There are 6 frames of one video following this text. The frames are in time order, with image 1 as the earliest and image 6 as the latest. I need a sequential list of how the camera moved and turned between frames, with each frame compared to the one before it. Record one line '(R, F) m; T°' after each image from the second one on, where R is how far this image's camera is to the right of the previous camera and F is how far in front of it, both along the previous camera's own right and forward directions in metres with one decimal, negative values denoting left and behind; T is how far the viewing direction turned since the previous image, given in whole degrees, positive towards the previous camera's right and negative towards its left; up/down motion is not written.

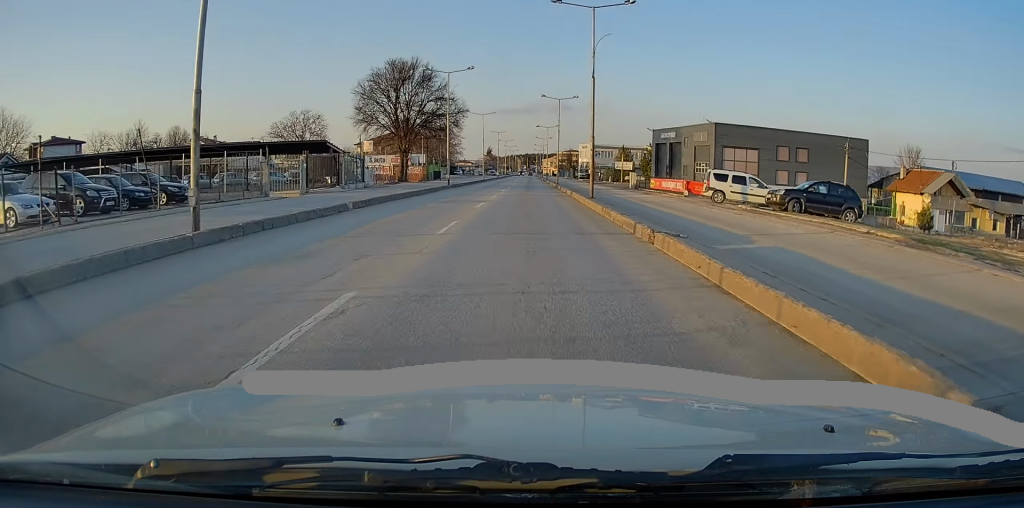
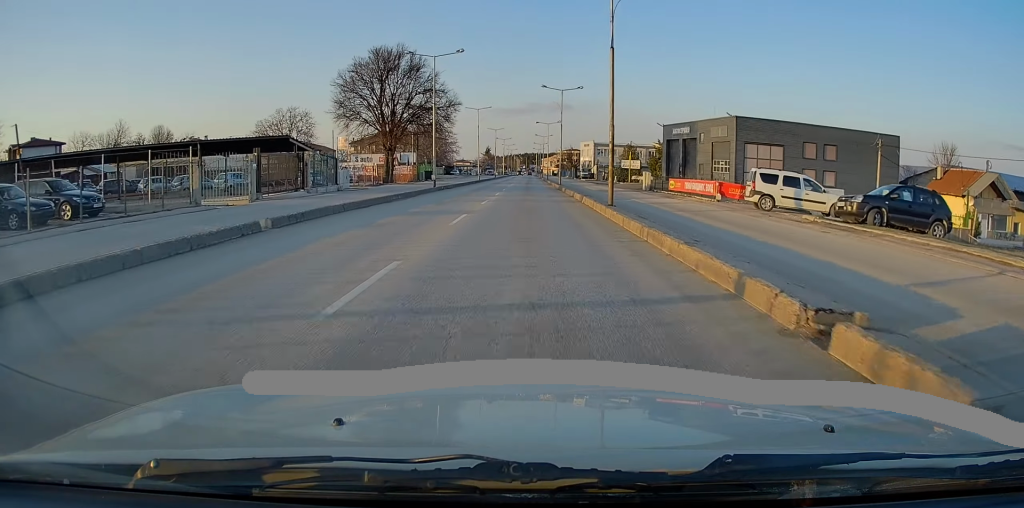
(0.0, +6.7) m; 0°
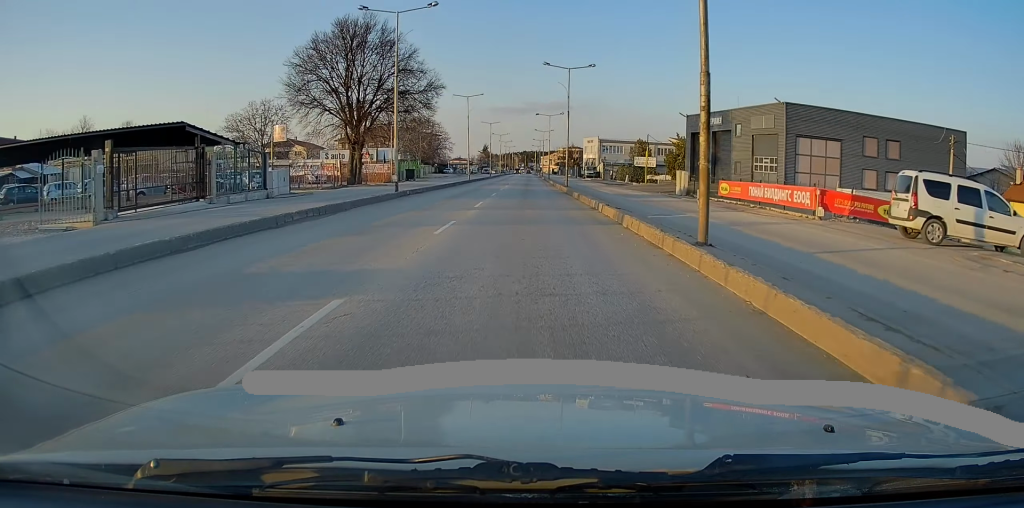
(0.0, +11.5) m; 0°
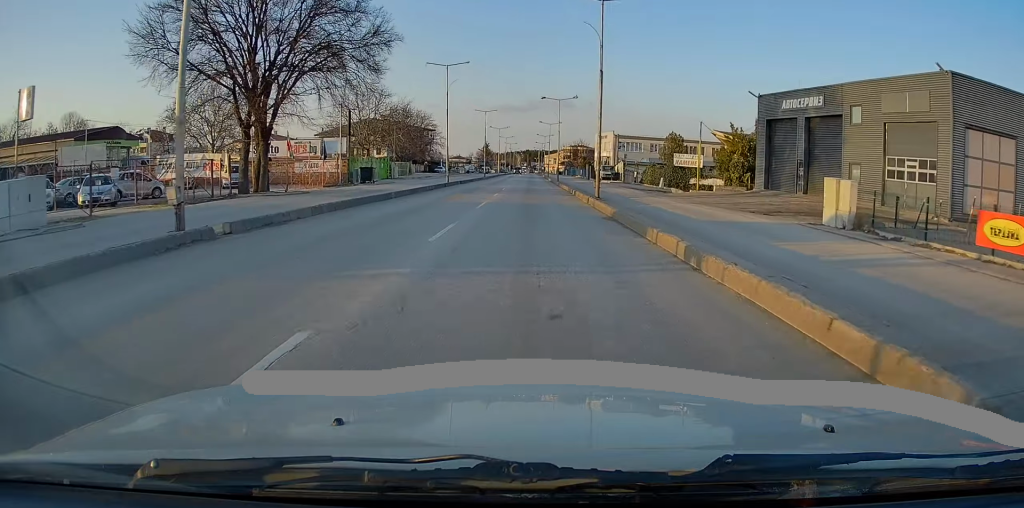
(+0.1, +18.9) m; 0°
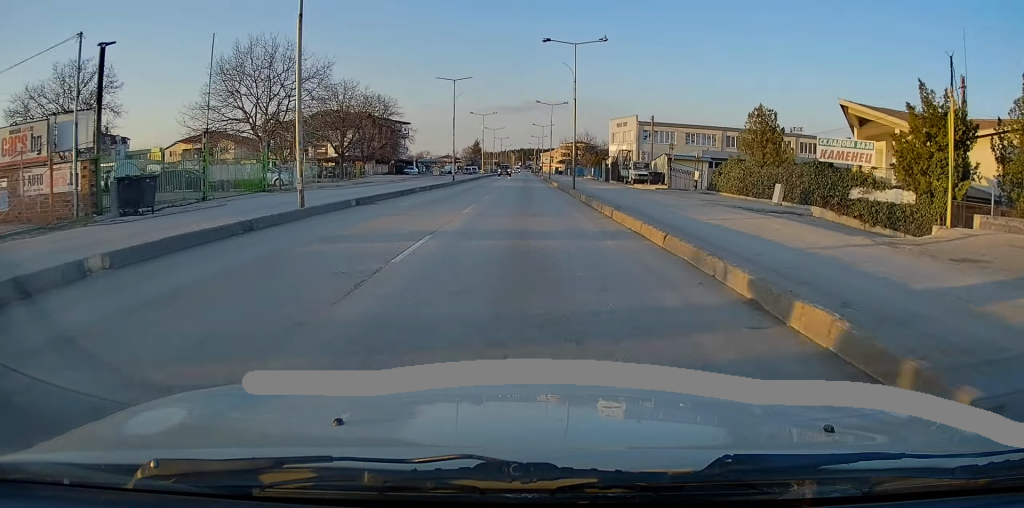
(0.0, +29.0) m; 0°
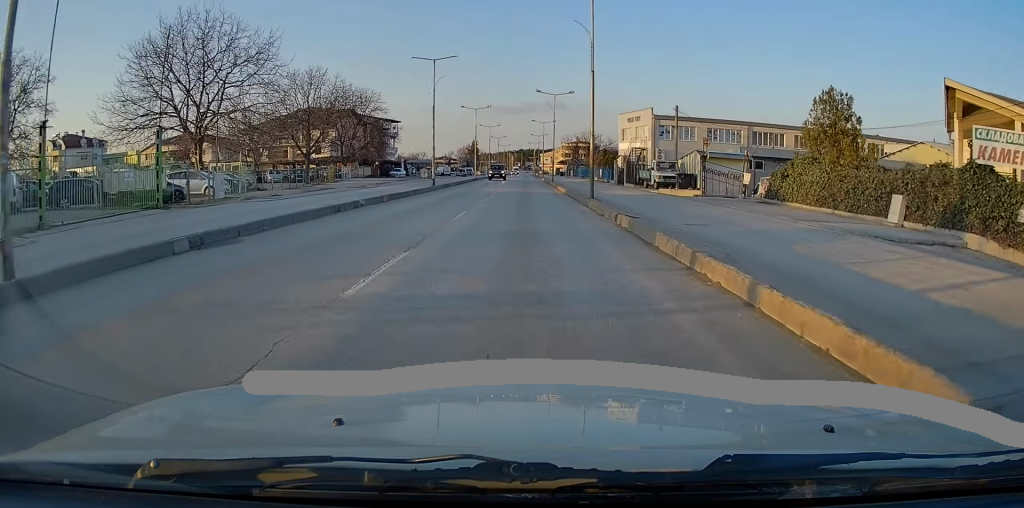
(0.0, +10.8) m; 0°
